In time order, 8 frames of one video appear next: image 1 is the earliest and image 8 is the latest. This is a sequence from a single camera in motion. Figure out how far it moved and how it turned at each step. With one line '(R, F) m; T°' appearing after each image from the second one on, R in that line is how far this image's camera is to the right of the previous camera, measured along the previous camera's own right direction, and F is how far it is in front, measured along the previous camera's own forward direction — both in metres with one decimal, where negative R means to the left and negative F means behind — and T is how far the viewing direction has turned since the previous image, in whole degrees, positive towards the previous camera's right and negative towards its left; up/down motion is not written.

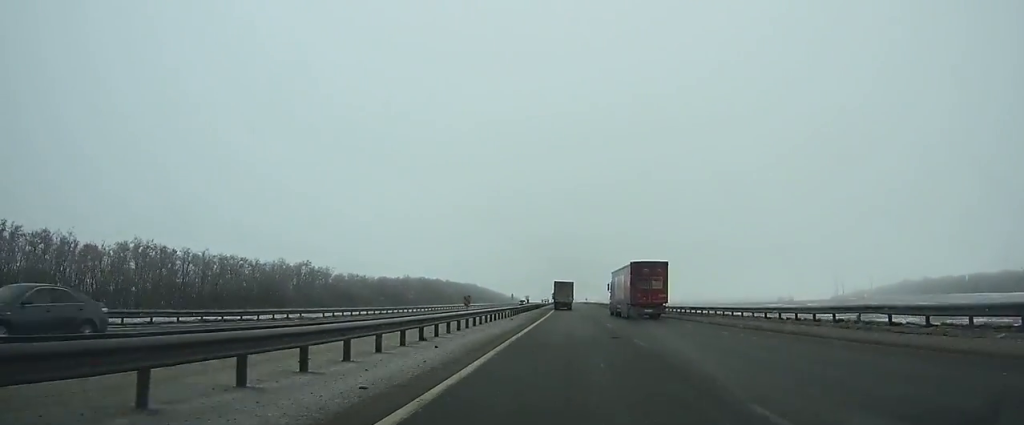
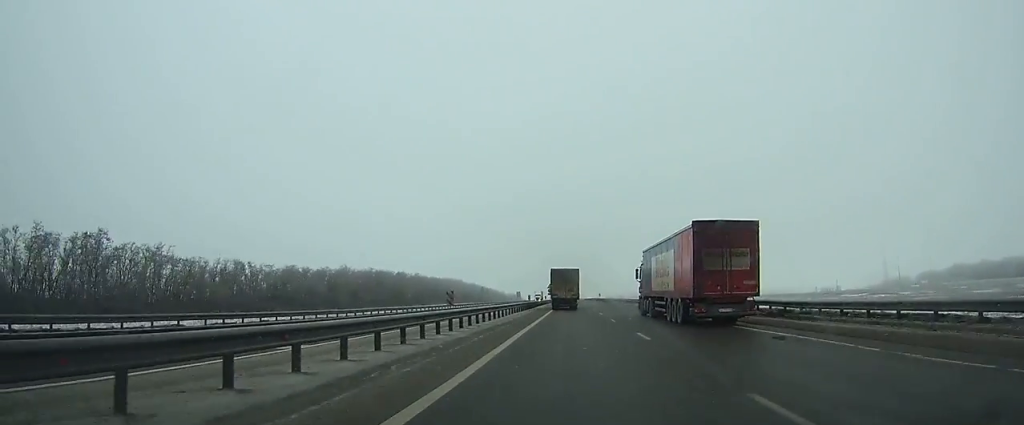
(-0.7, +80.9) m; 0°
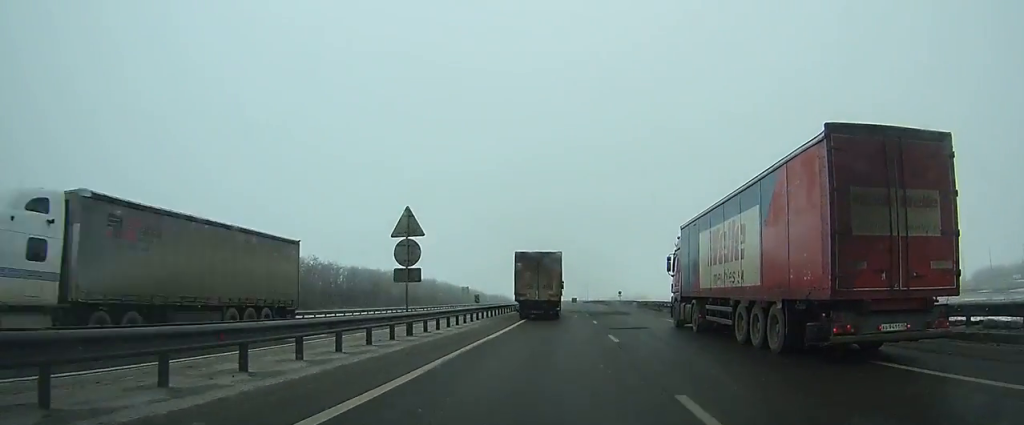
(-0.1, +106.8) m; -1°
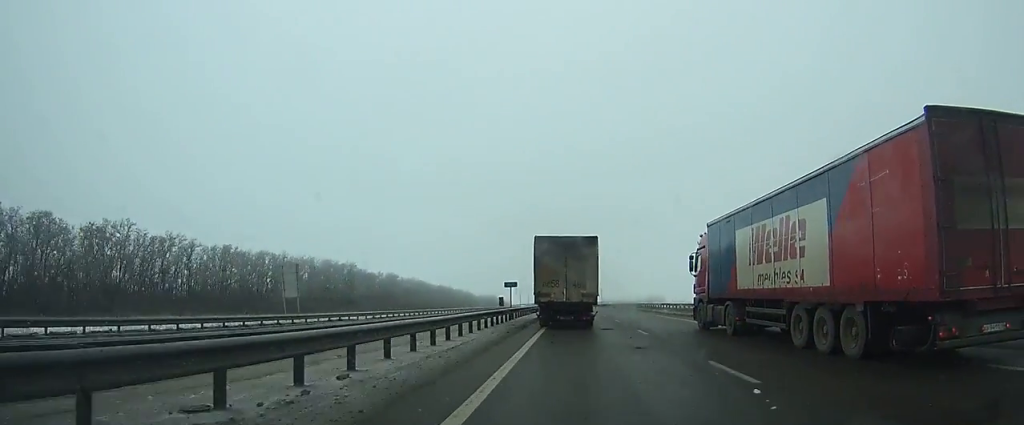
(-0.9, +80.5) m; 0°
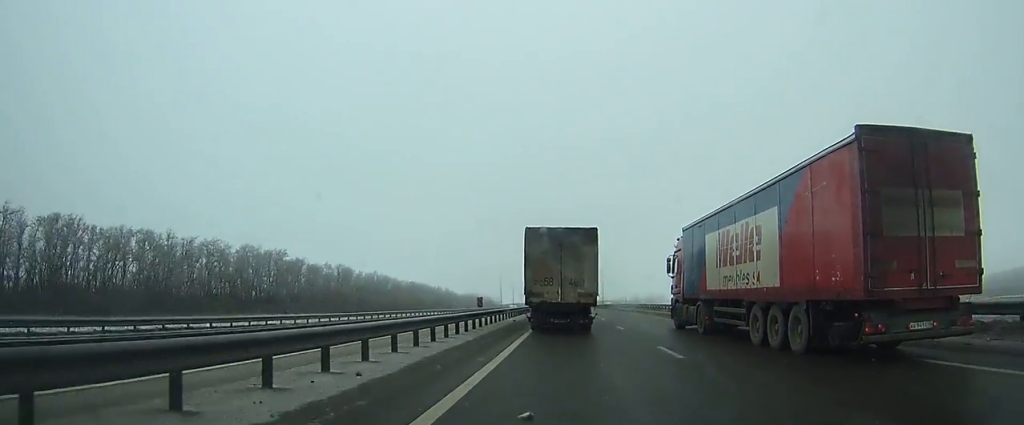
(+0.5, +43.8) m; +1°
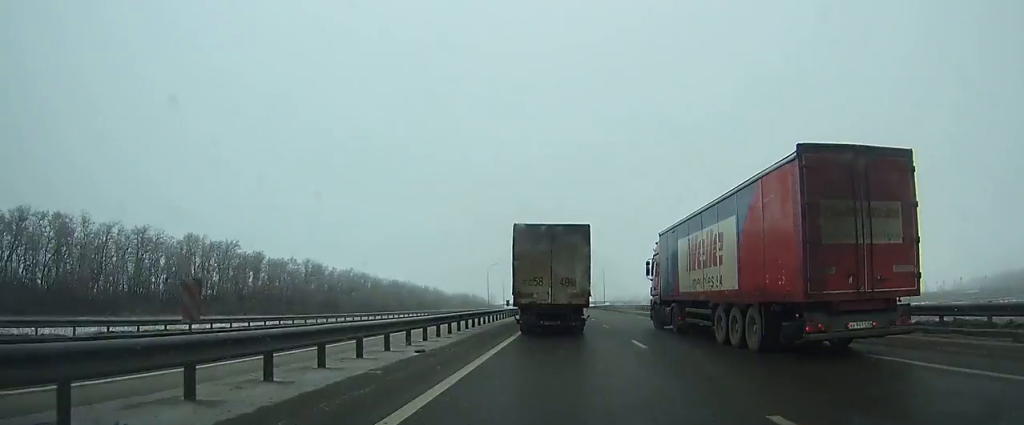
(+0.1, +21.5) m; 0°
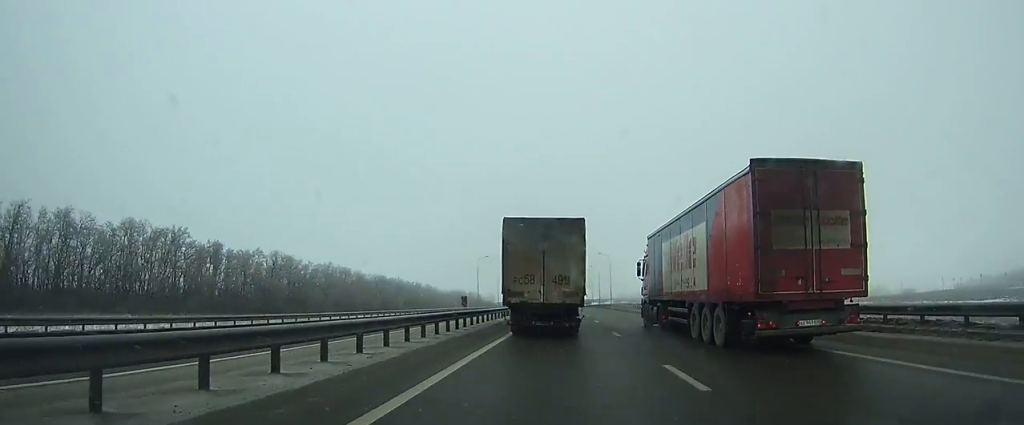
(+0.1, +19.4) m; 0°
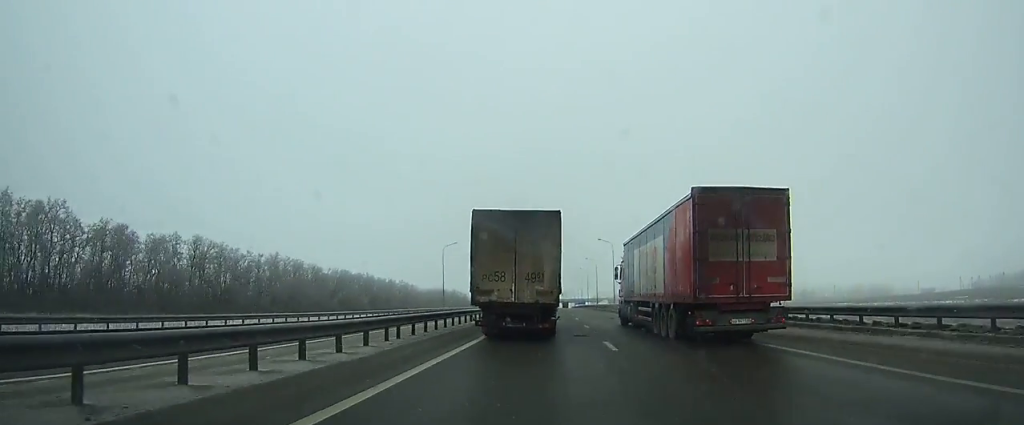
(+0.1, +30.9) m; 0°
